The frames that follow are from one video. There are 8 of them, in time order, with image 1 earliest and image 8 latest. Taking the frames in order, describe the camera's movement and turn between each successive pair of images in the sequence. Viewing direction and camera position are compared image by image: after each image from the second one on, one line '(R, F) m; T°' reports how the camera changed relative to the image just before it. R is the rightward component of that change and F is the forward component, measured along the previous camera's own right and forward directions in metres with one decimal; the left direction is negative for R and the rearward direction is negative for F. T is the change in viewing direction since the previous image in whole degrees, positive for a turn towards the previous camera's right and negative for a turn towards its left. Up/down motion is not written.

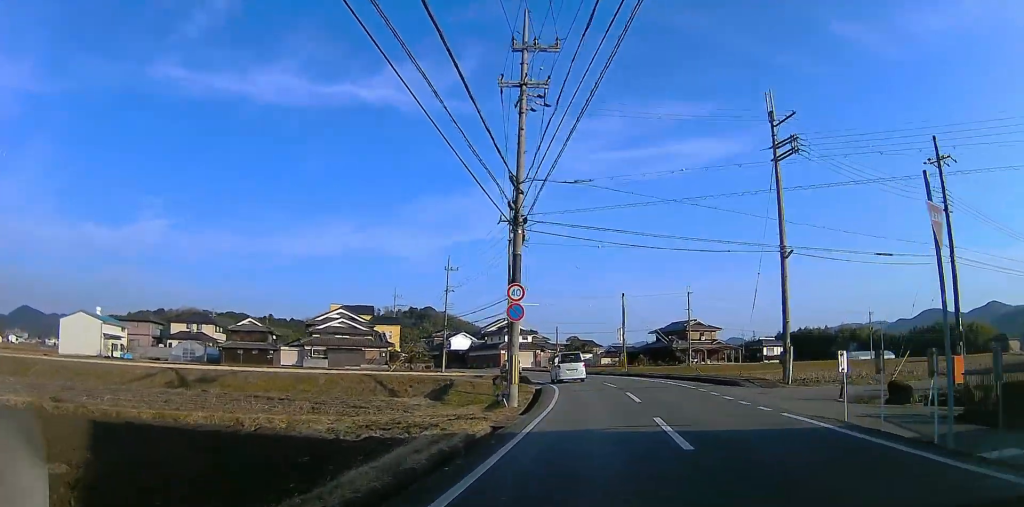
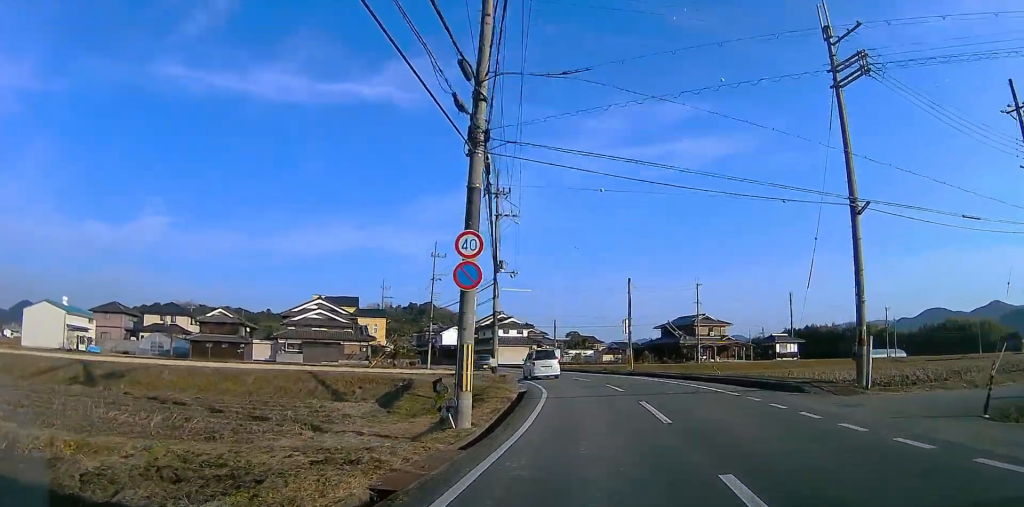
(-0.1, +9.7) m; -1°
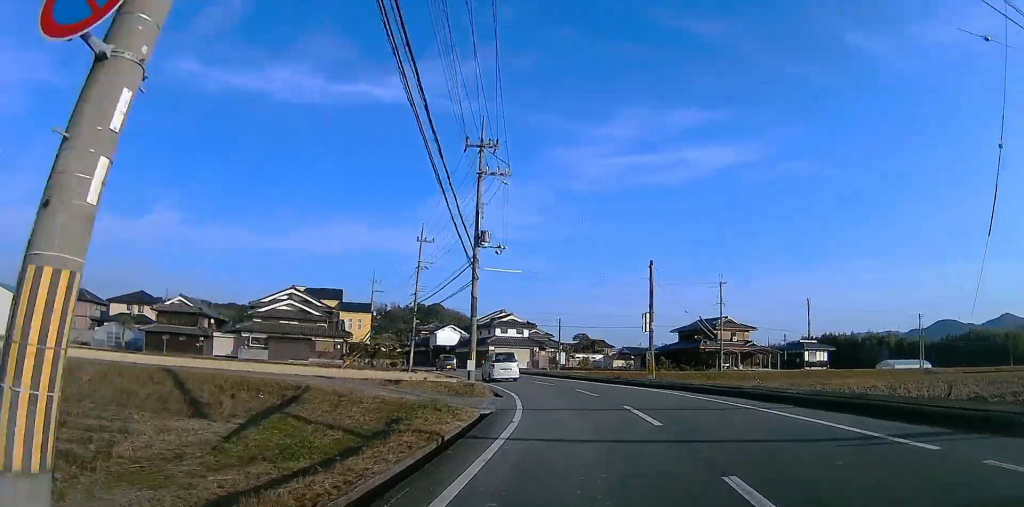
(-0.2, +12.8) m; -2°
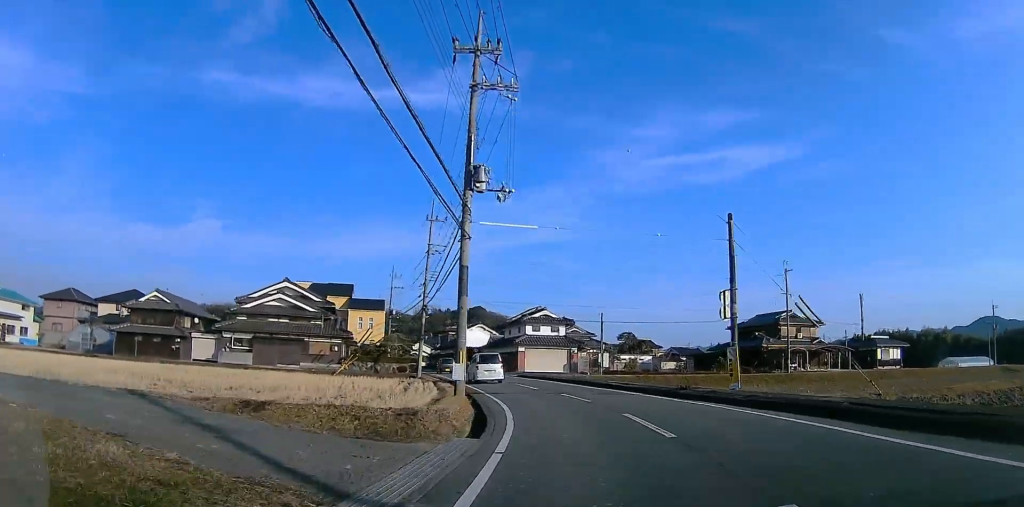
(-0.2, +13.1) m; -1°
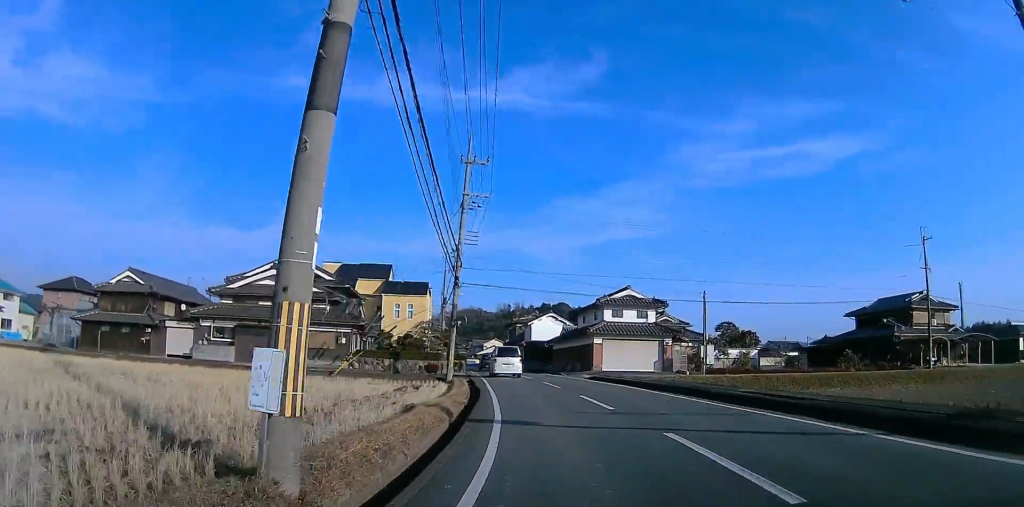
(0.0, +16.1) m; 0°
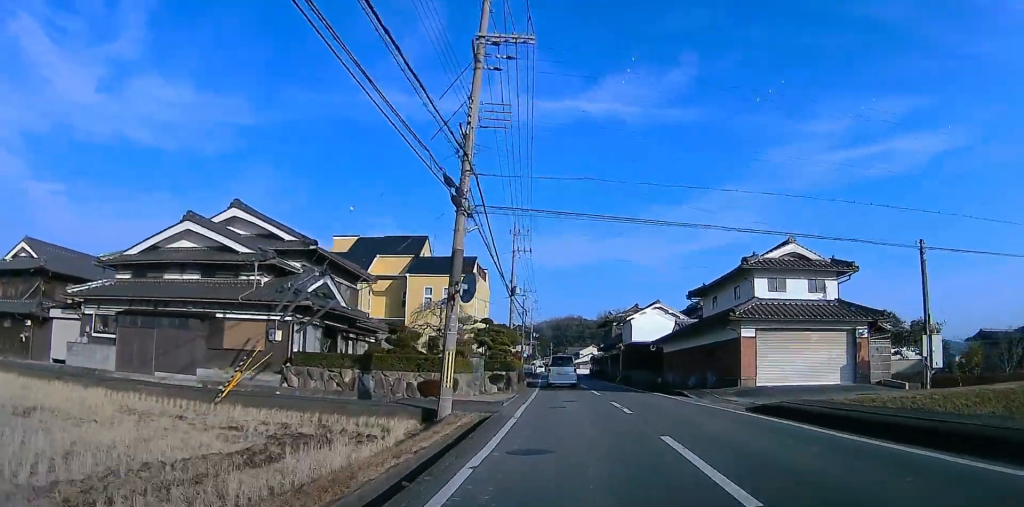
(0.0, +19.6) m; 0°
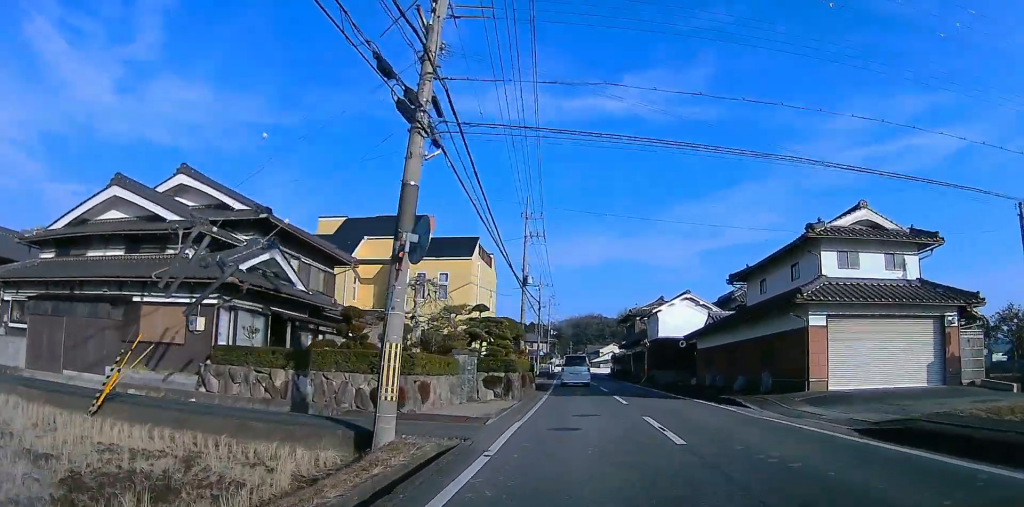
(0.0, +5.8) m; 0°
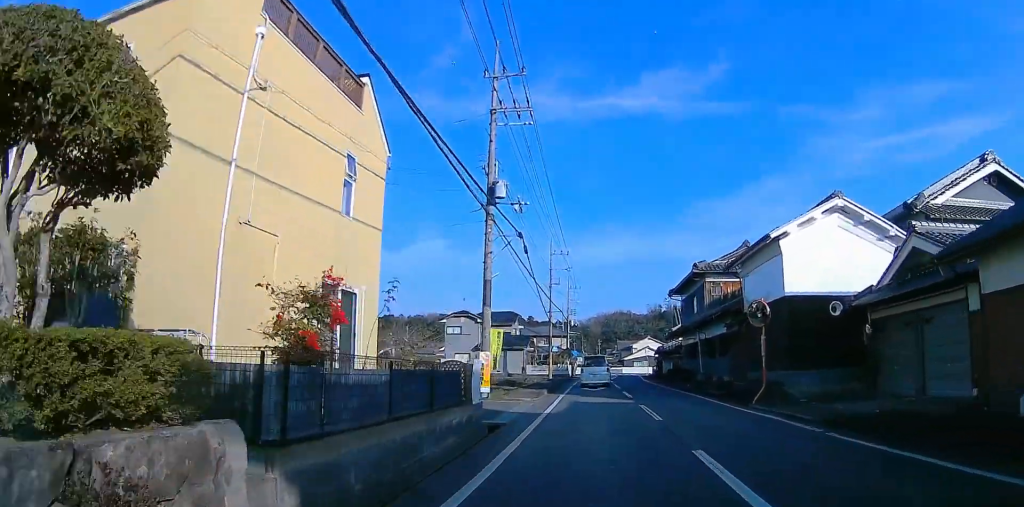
(0.0, +24.2) m; 0°
